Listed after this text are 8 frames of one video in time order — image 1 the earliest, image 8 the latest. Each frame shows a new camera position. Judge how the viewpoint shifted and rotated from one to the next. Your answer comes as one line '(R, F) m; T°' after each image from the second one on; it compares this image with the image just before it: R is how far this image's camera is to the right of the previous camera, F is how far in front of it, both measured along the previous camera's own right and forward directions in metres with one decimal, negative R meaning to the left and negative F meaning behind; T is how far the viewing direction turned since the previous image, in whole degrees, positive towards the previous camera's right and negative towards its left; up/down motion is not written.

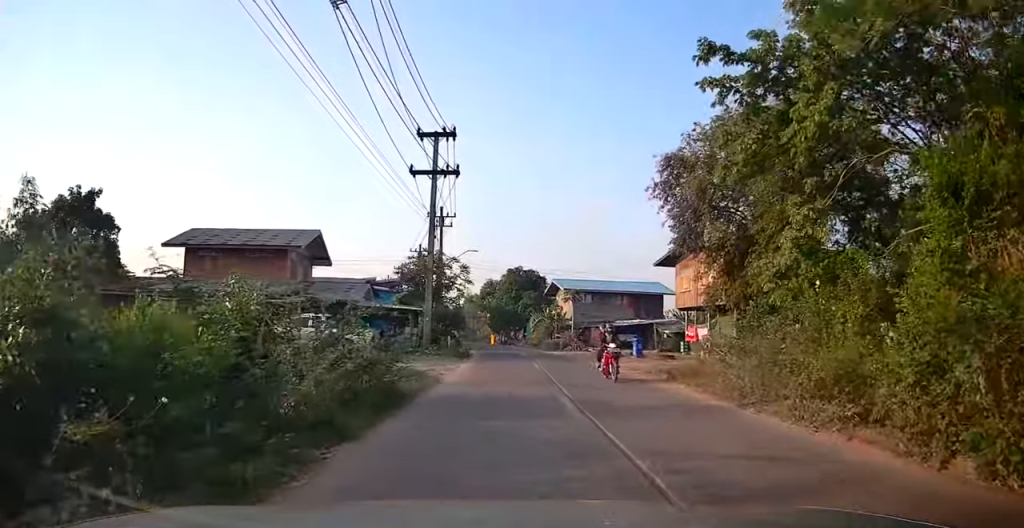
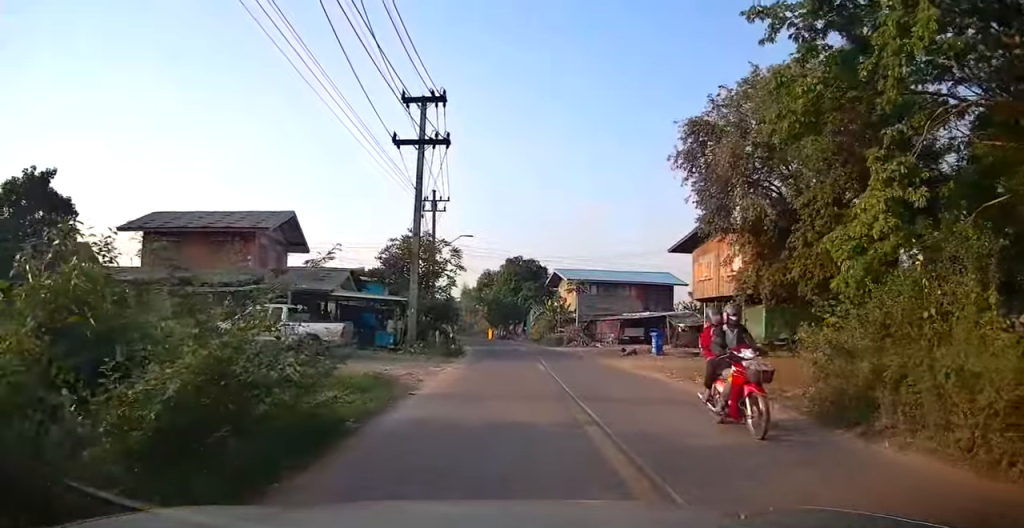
(0.0, +3.9) m; 0°
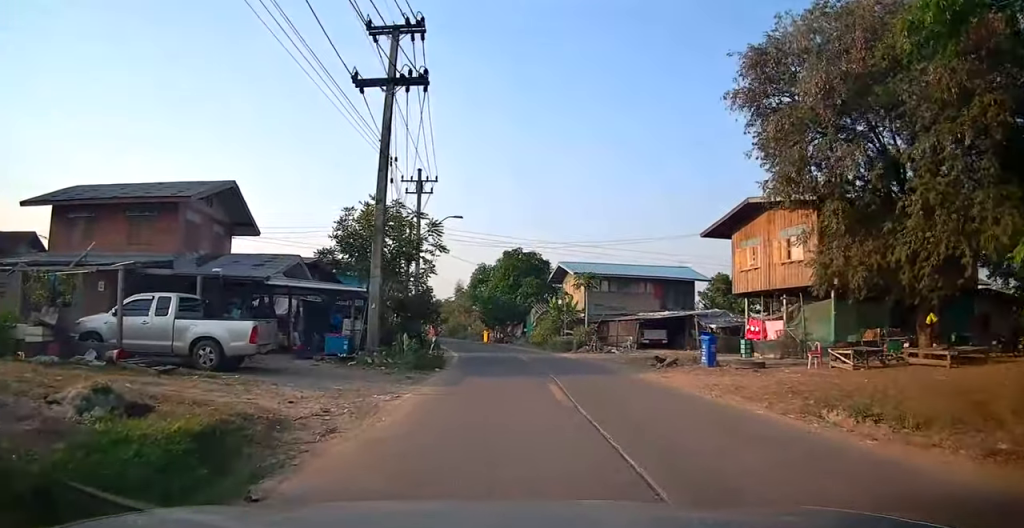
(0.0, +6.5) m; +1°
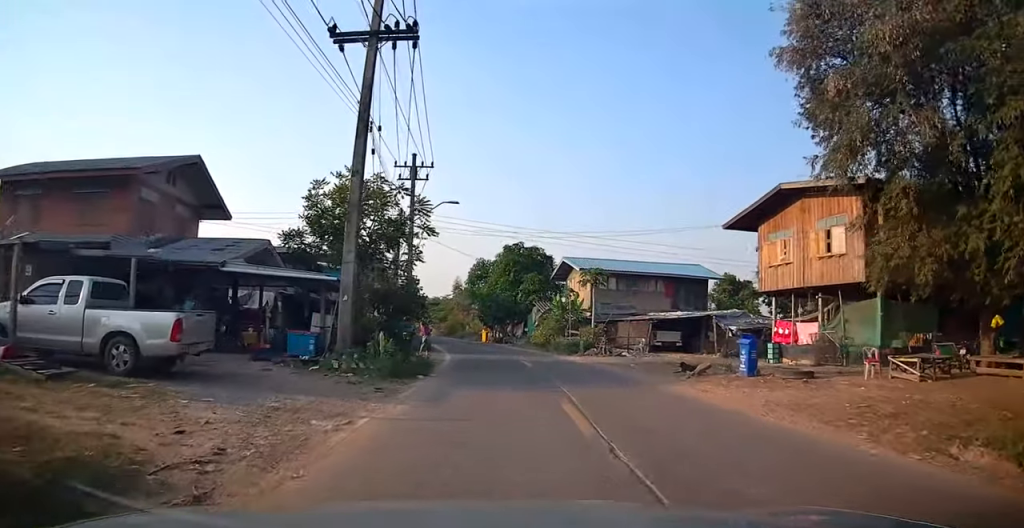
(0.0, +2.9) m; +1°
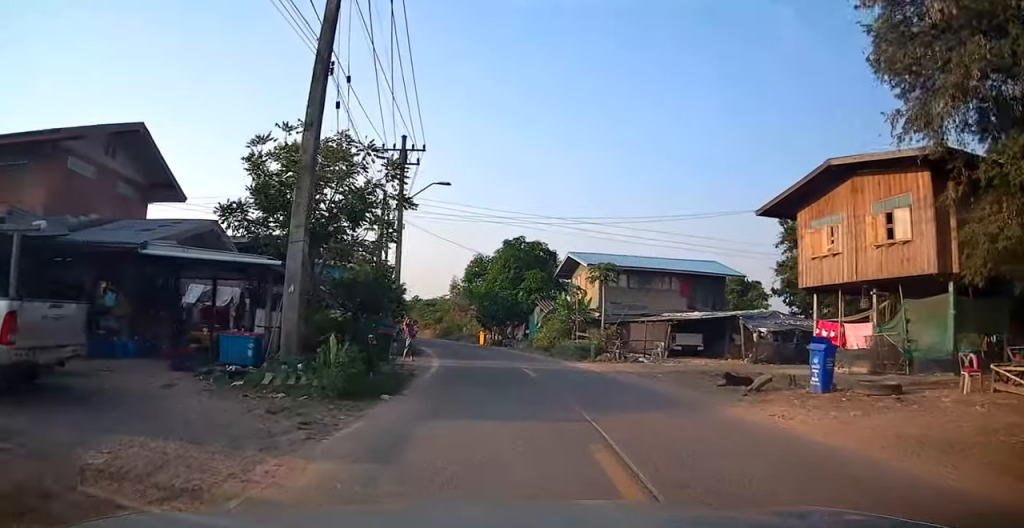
(0.0, +3.6) m; -1°
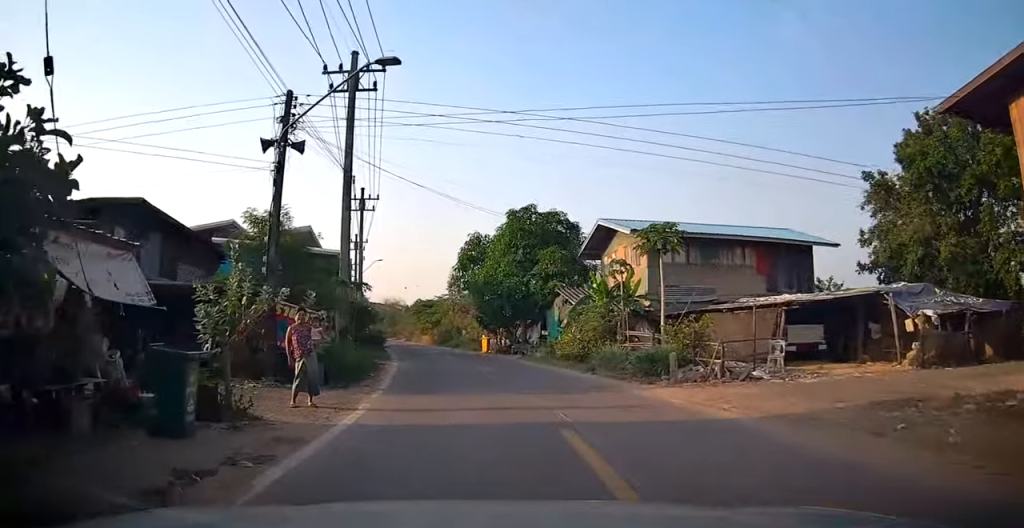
(-1.2, +10.6) m; -13°
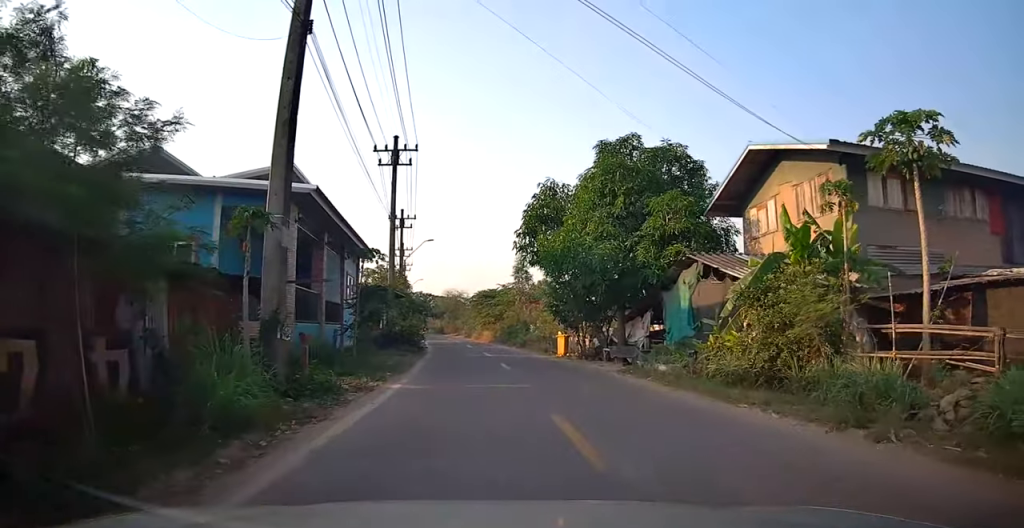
(+1.0, +10.8) m; +7°
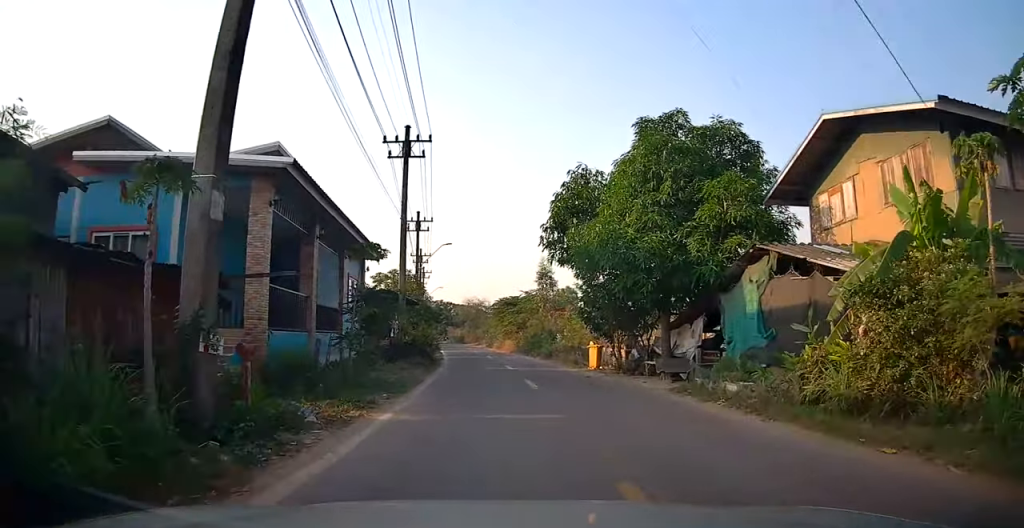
(0.0, +3.2) m; -3°
